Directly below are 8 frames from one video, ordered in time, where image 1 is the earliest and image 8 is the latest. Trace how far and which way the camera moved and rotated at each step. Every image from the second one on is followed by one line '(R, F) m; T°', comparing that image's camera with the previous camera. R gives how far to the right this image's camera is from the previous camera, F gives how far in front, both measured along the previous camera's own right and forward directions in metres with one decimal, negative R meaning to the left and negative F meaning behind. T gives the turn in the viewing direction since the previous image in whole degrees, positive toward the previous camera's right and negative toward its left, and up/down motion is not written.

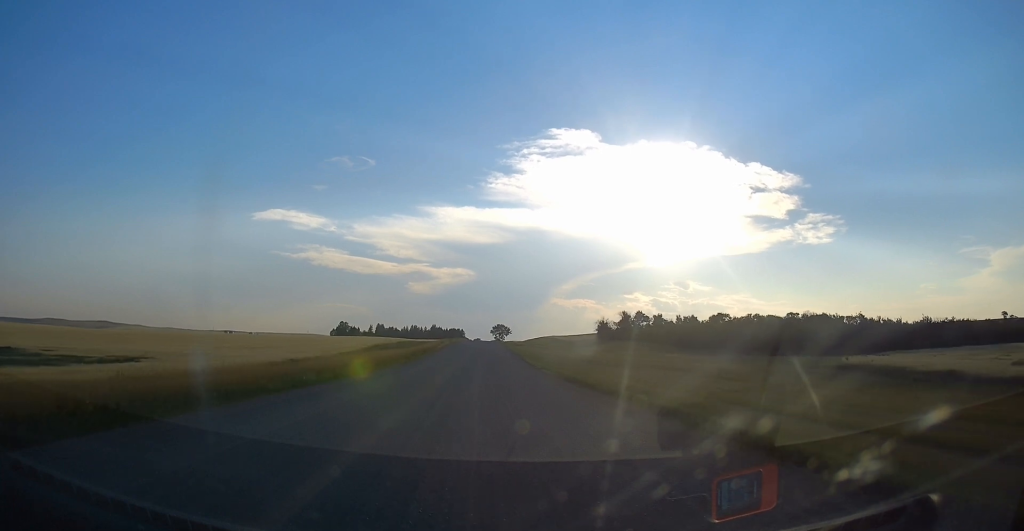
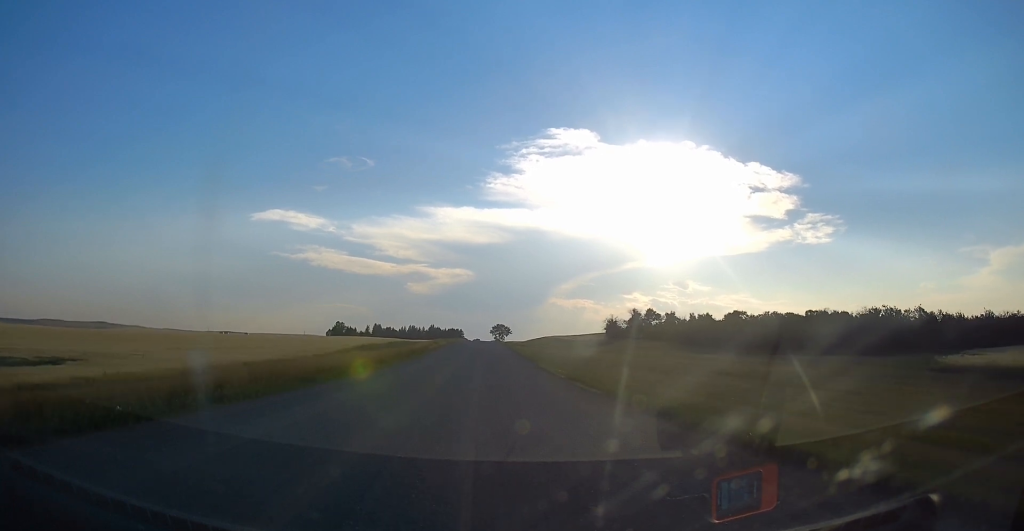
(0.0, +13.6) m; 0°
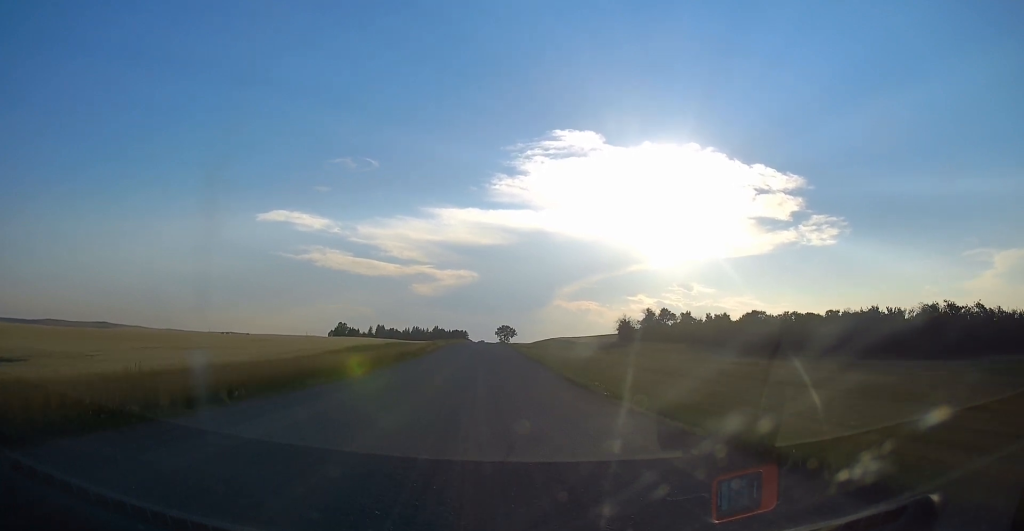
(0.0, +9.9) m; 0°
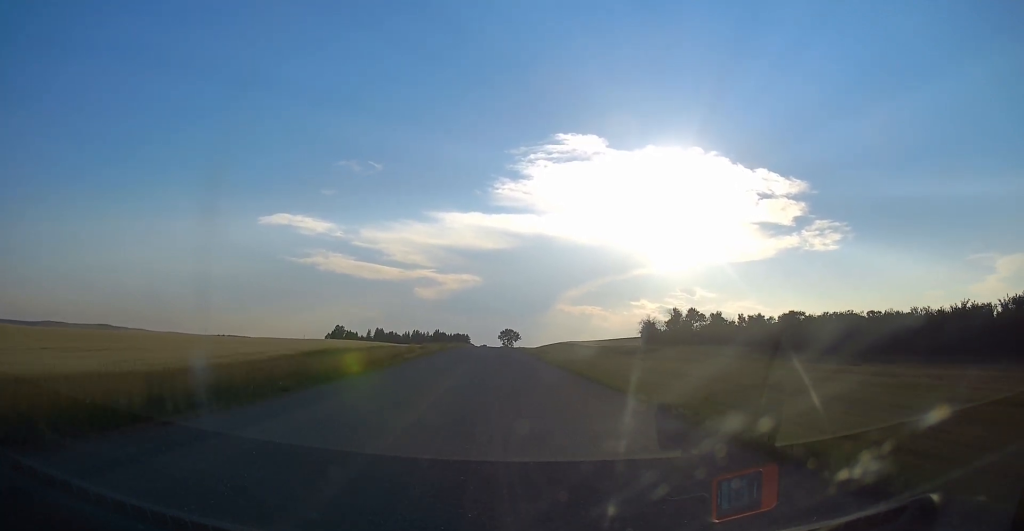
(0.0, +21.0) m; 0°
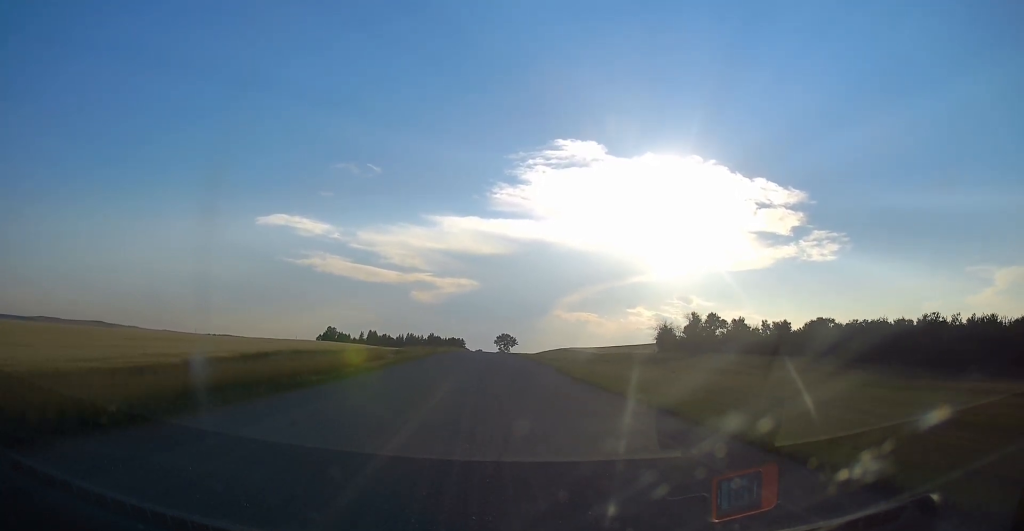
(0.0, +15.8) m; 0°
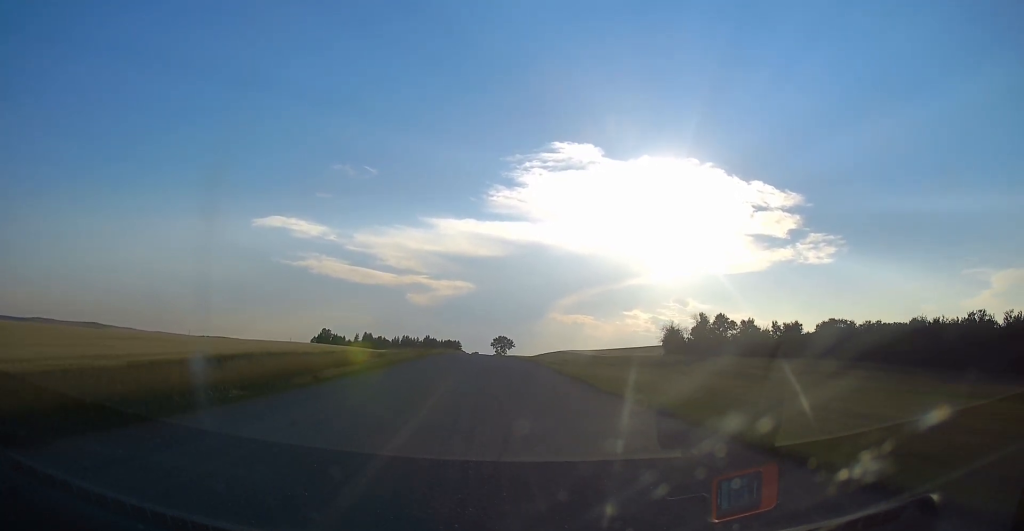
(0.0, +6.8) m; +1°
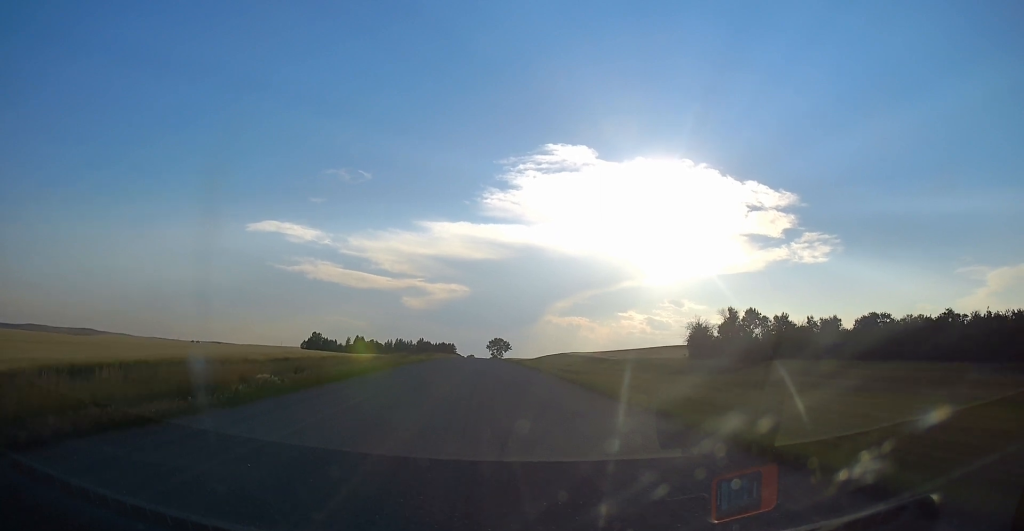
(+0.3, +17.2) m; +1°
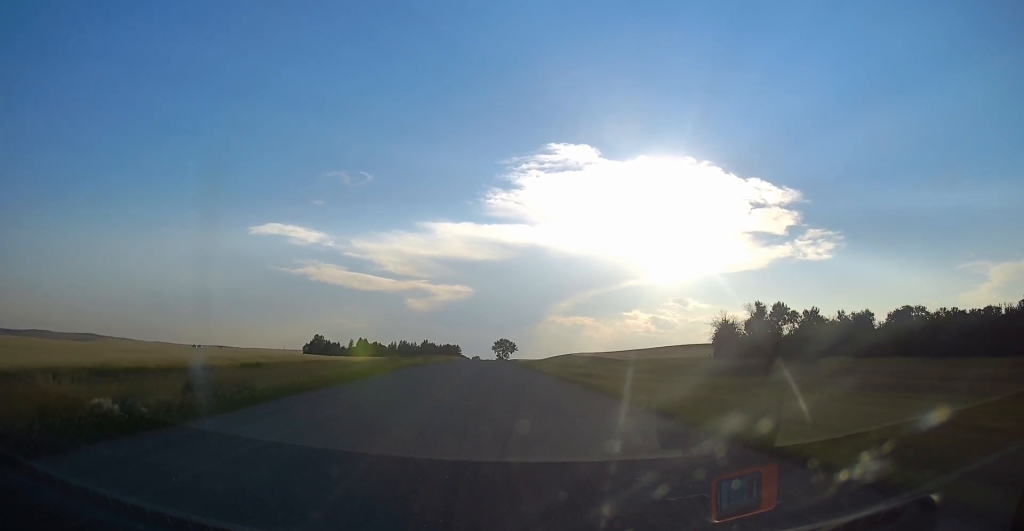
(+0.2, +9.4) m; 0°
